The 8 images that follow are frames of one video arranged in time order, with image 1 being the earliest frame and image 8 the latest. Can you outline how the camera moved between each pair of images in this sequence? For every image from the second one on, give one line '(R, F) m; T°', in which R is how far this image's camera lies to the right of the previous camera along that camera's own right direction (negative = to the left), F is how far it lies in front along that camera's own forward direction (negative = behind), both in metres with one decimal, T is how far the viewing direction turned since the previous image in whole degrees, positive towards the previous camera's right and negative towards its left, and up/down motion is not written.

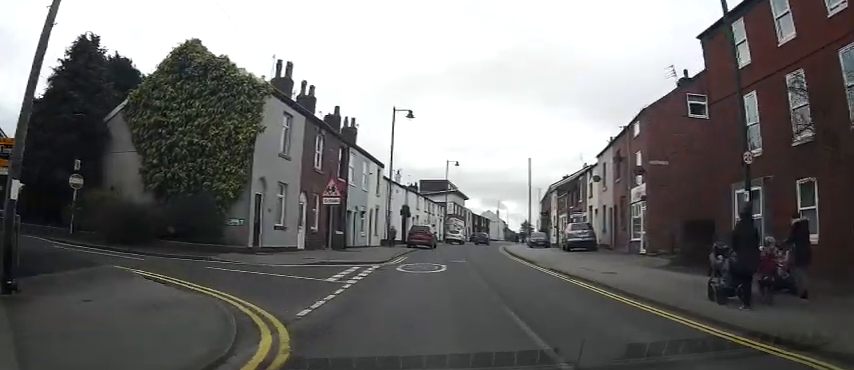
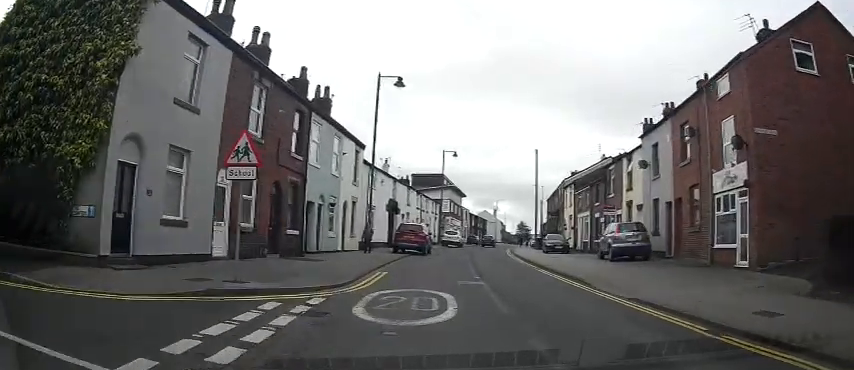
(0.0, +8.6) m; -1°
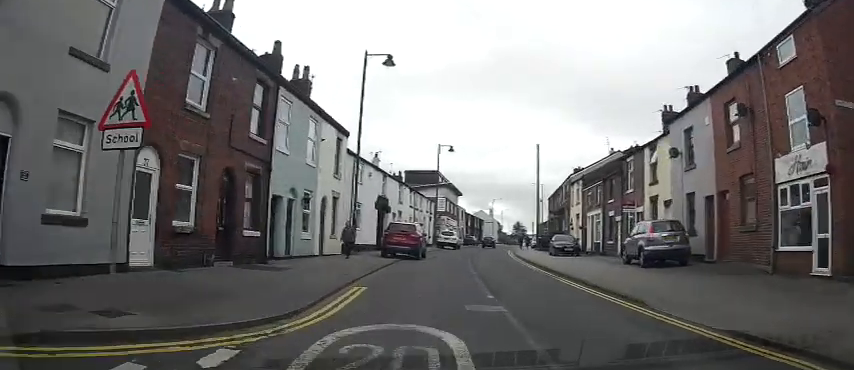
(0.0, +4.1) m; -1°
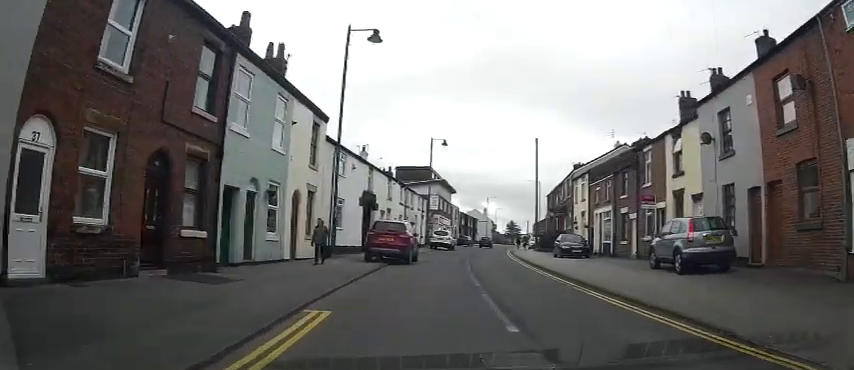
(0.0, +3.4) m; +1°
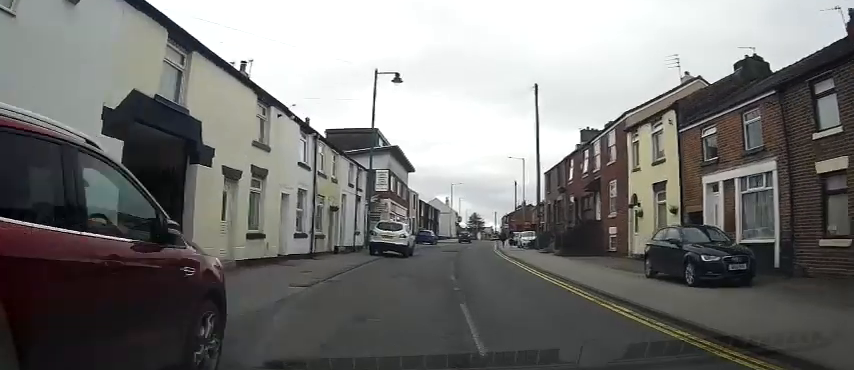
(+0.3, +20.1) m; +3°
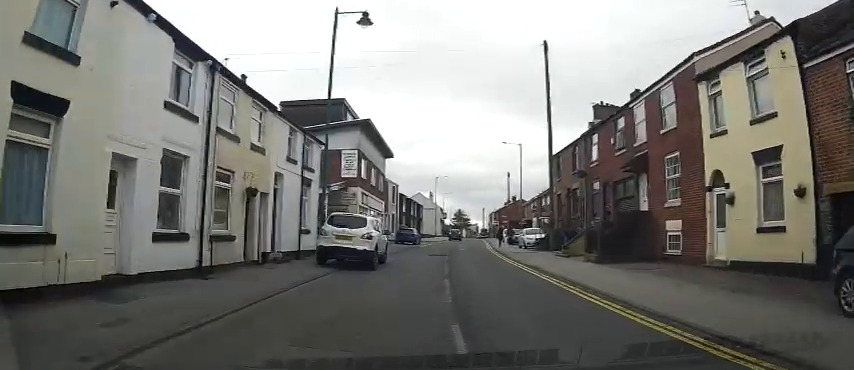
(+0.5, +8.7) m; +4°
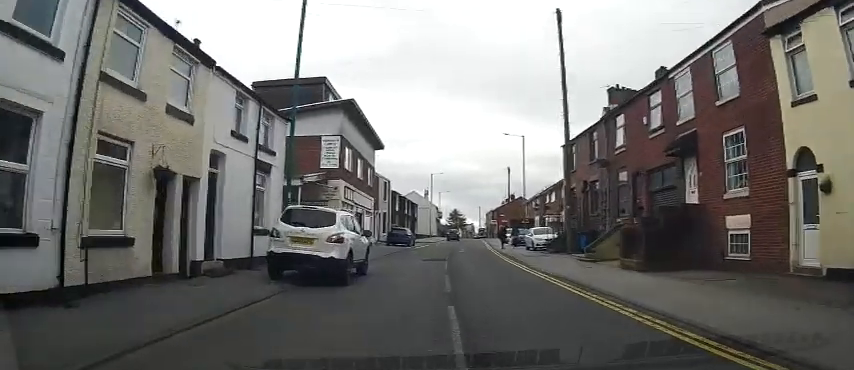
(+0.1, +4.5) m; -3°
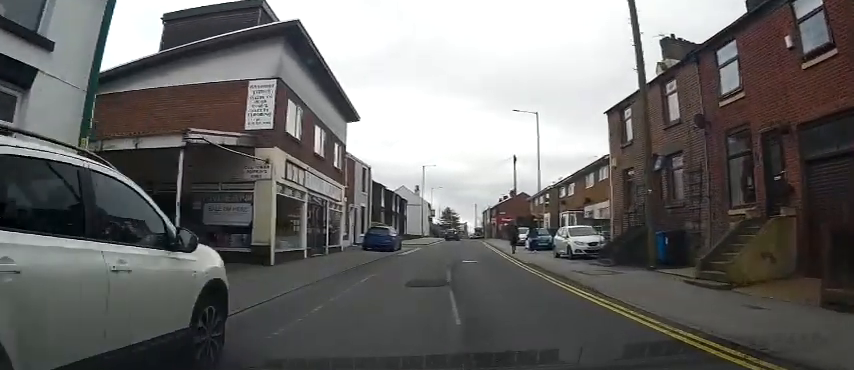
(-0.7, +10.4) m; -3°
